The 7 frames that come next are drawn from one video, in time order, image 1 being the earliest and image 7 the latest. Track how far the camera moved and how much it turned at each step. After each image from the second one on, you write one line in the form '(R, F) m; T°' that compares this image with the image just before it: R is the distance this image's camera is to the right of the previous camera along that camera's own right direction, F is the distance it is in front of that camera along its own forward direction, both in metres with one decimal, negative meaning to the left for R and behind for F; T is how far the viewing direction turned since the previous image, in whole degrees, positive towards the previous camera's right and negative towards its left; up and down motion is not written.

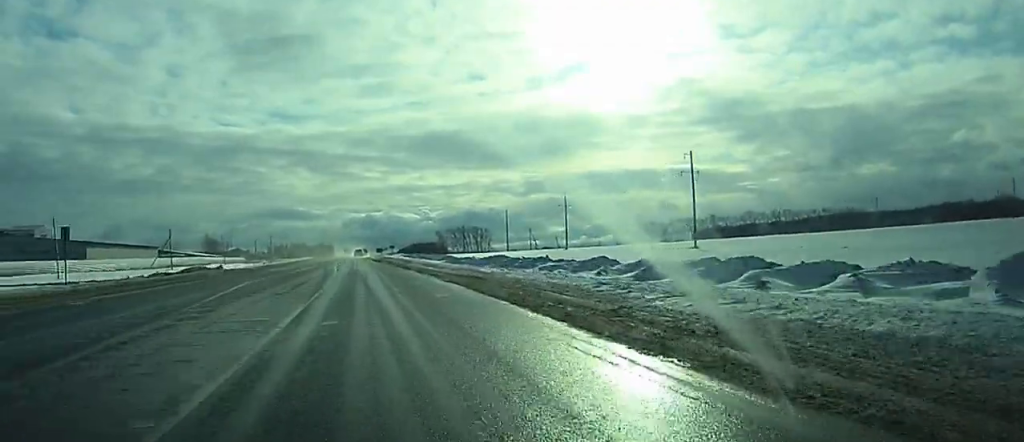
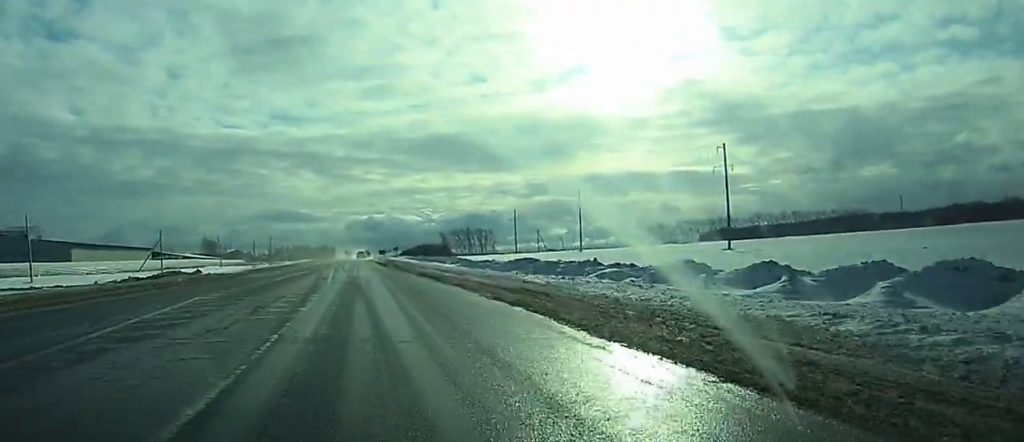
(0.0, +11.5) m; 0°
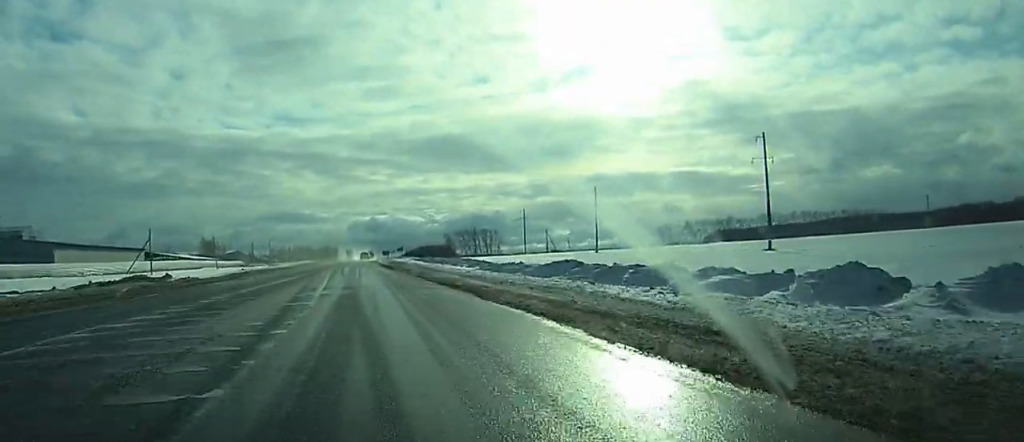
(0.0, +11.5) m; 0°
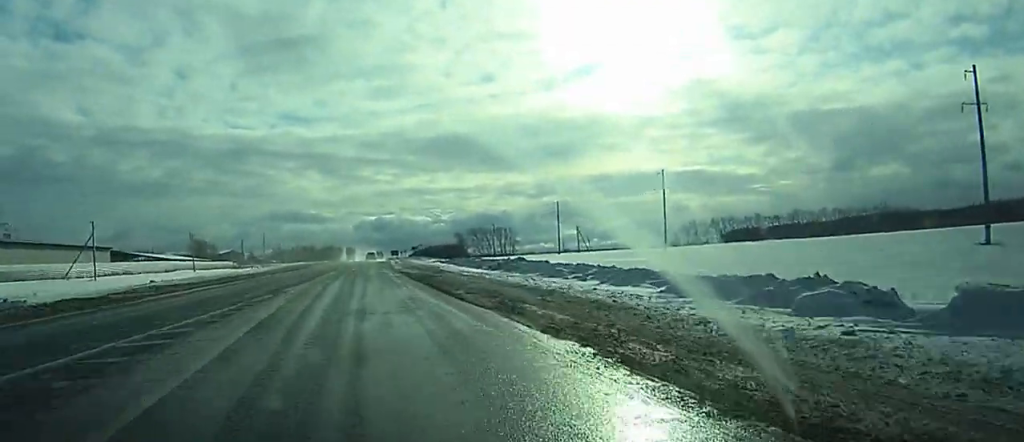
(-0.4, +39.8) m; 0°
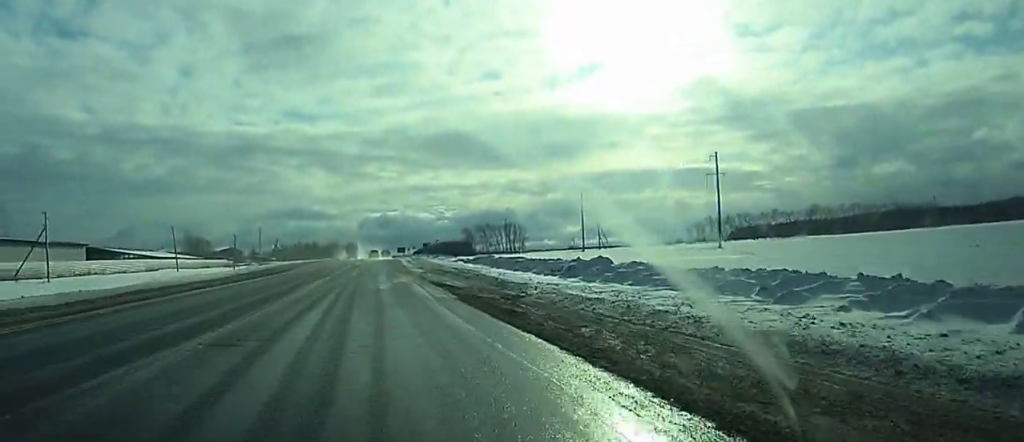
(+0.2, +21.9) m; +1°
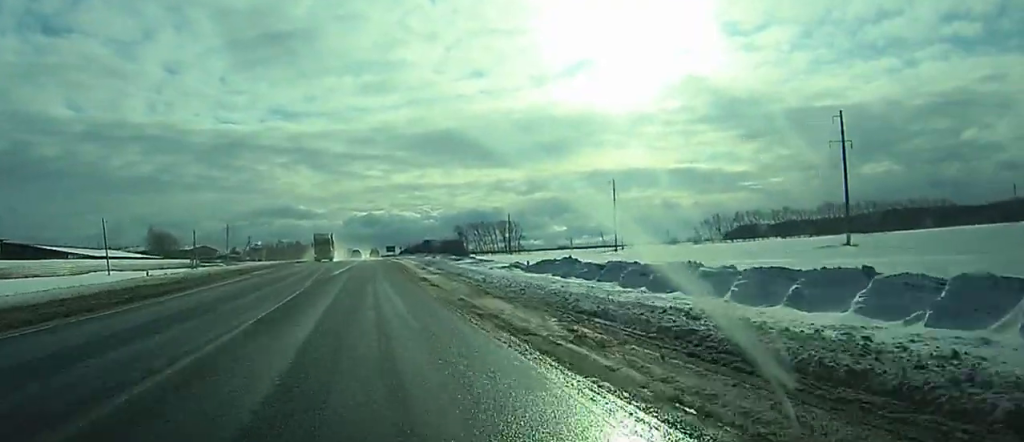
(+0.2, +39.7) m; 0°
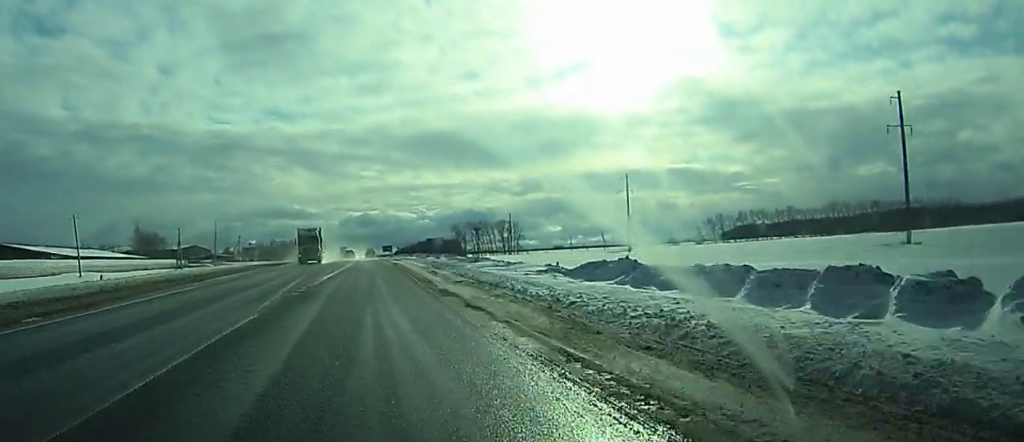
(0.0, +12.0) m; -1°
